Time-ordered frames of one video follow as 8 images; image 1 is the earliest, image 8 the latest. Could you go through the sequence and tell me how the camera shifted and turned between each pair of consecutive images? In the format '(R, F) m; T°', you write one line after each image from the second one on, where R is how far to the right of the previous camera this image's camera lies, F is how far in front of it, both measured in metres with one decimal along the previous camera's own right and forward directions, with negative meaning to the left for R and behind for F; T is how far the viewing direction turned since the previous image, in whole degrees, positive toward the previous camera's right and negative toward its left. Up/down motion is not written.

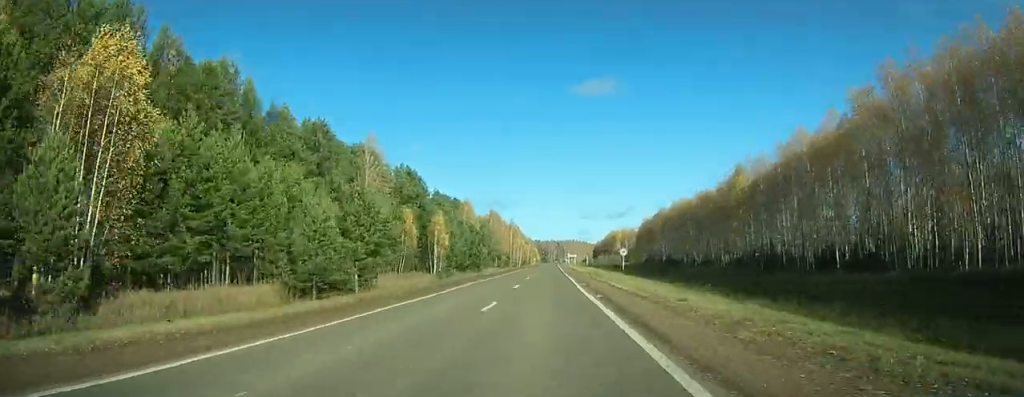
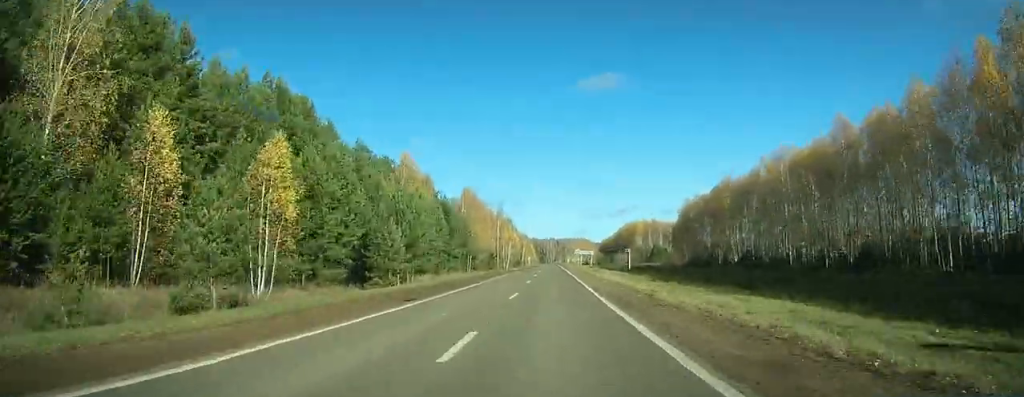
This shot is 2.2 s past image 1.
(+0.8, +56.8) m; -1°
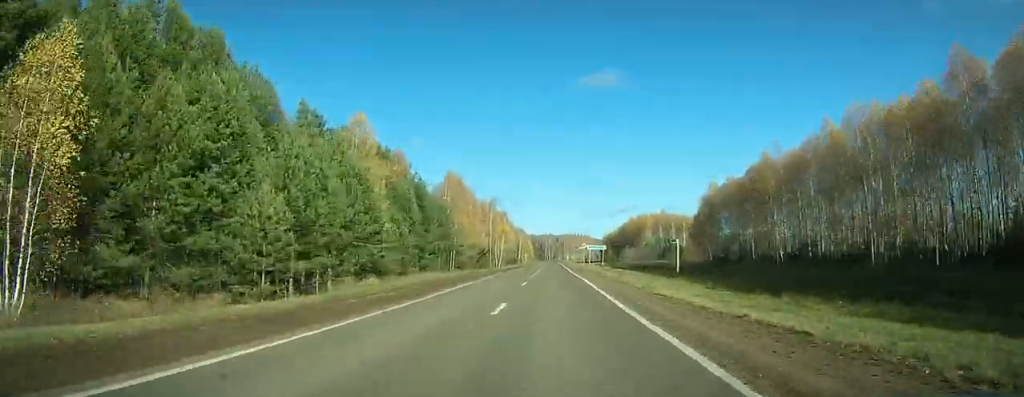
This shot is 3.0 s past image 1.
(-0.5, +19.7) m; -1°
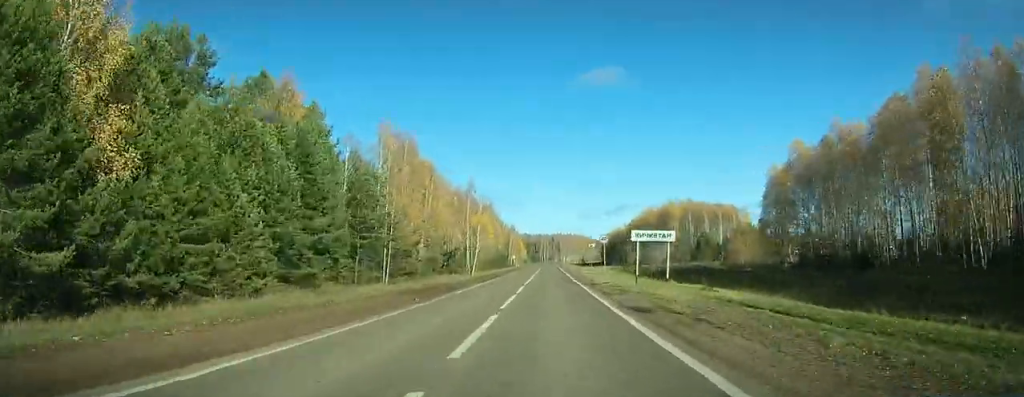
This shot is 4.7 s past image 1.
(-0.1, +38.8) m; 0°
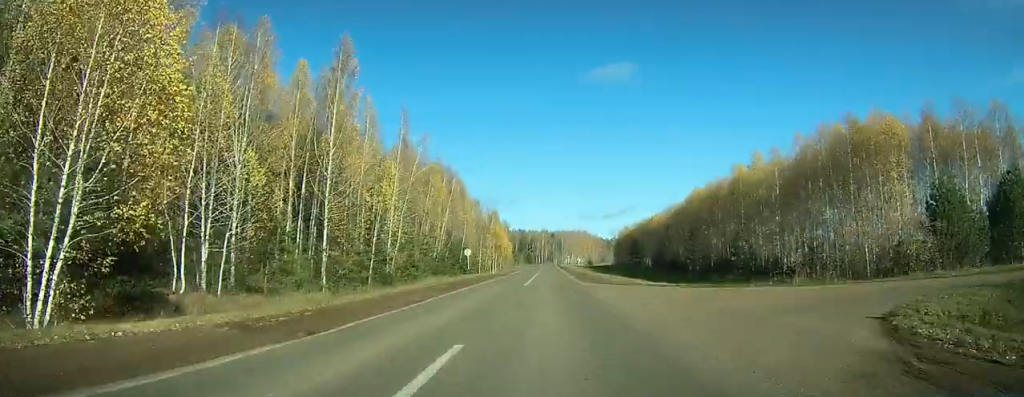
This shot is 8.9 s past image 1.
(+0.1, +85.7) m; 0°
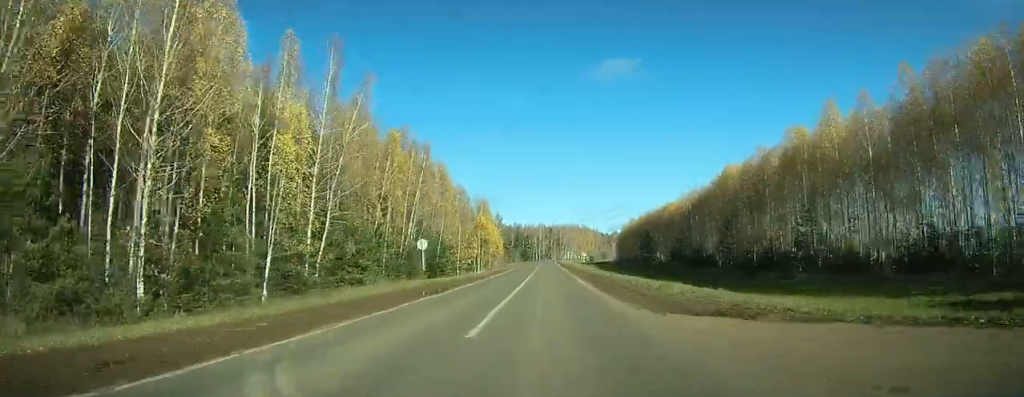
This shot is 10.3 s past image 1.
(0.0, +23.1) m; 0°
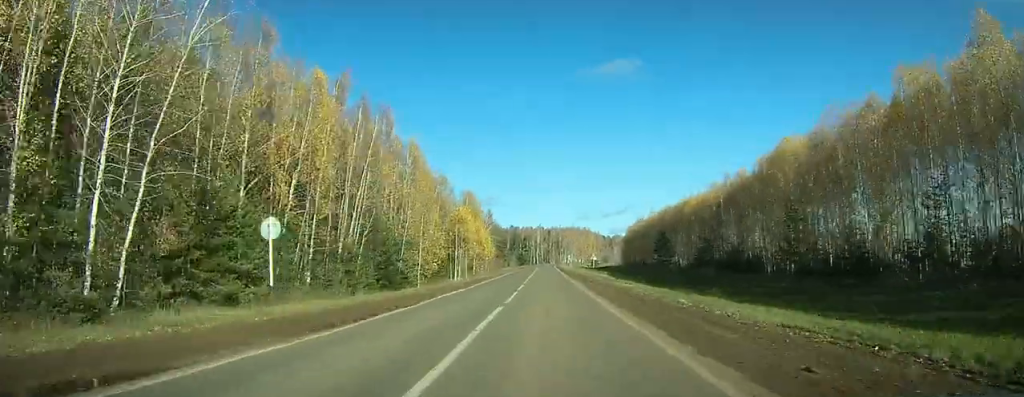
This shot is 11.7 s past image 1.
(+0.1, +23.0) m; 0°
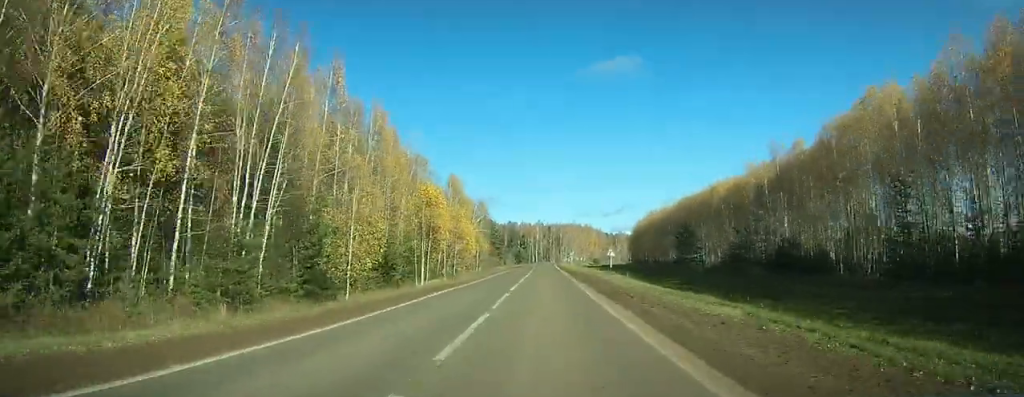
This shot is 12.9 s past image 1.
(0.0, +19.2) m; 0°
